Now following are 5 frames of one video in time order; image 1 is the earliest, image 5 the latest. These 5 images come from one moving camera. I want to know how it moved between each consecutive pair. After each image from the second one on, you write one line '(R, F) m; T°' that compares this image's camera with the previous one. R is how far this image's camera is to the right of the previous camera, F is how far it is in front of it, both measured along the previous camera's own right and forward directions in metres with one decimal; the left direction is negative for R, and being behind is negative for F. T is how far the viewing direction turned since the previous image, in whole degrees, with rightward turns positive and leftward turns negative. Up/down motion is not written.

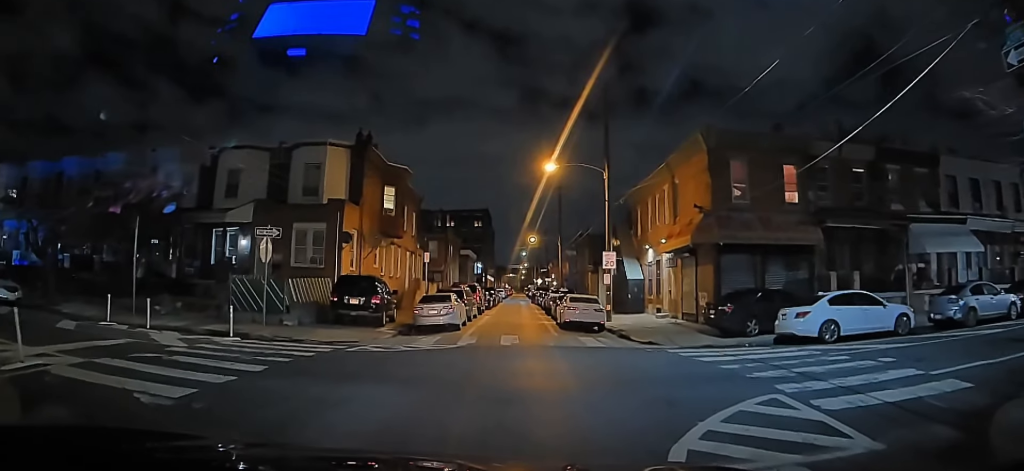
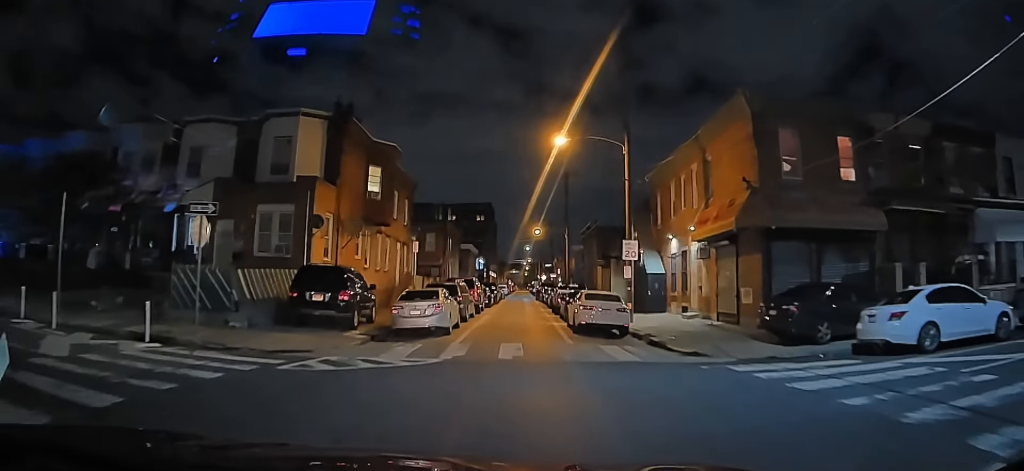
(0.0, +5.2) m; 0°
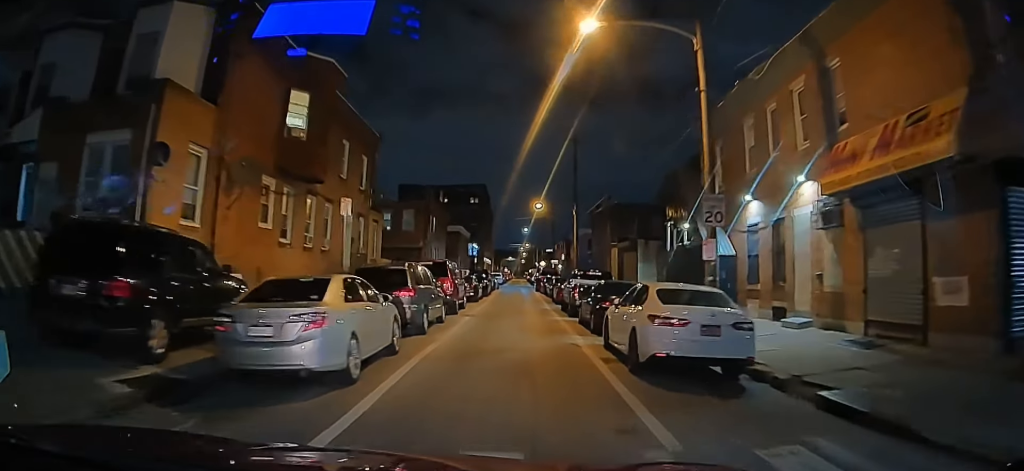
(0.0, +9.1) m; 0°
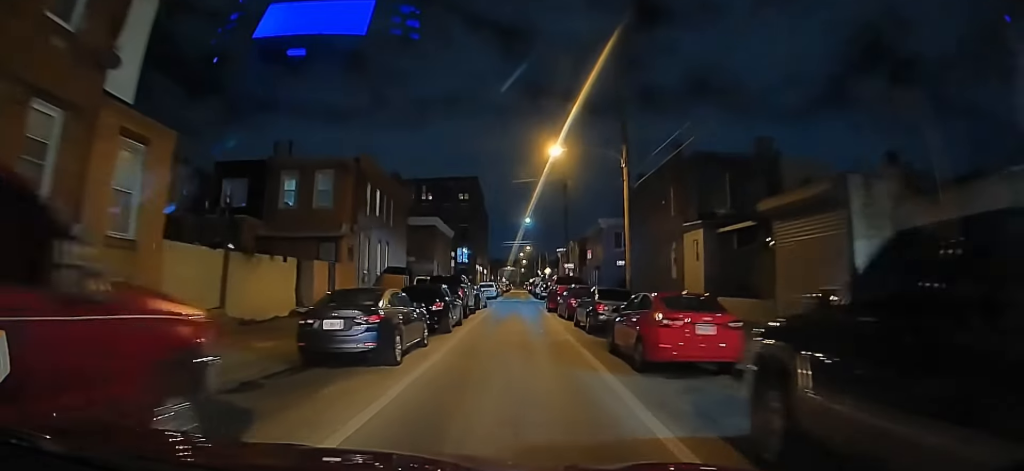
(+0.1, +20.7) m; -1°
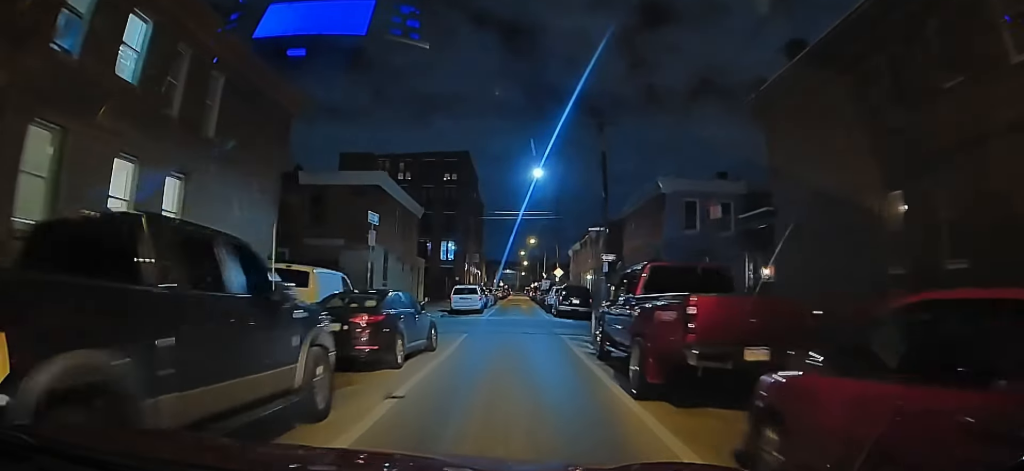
(+0.4, +20.5) m; +2°
